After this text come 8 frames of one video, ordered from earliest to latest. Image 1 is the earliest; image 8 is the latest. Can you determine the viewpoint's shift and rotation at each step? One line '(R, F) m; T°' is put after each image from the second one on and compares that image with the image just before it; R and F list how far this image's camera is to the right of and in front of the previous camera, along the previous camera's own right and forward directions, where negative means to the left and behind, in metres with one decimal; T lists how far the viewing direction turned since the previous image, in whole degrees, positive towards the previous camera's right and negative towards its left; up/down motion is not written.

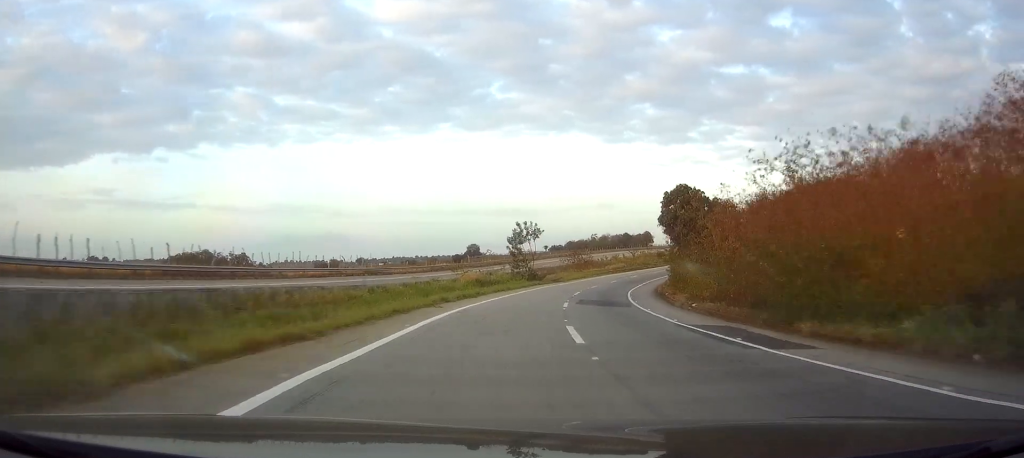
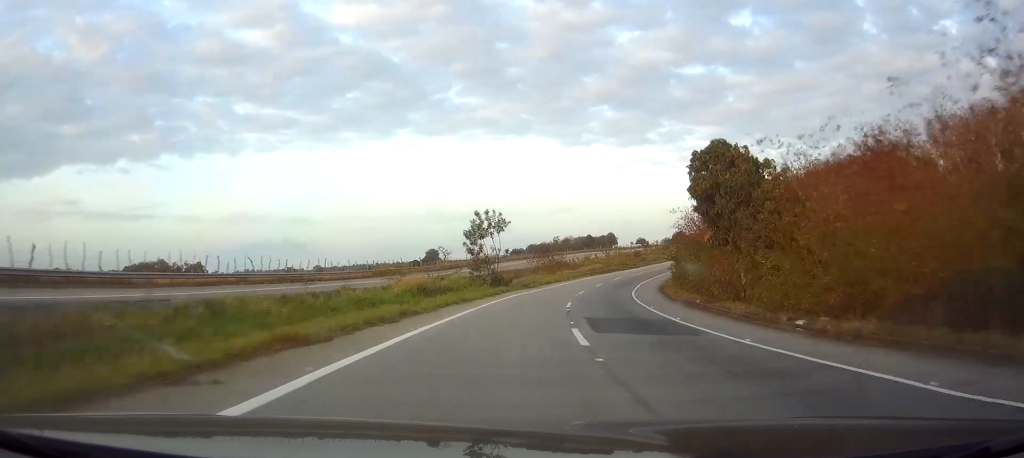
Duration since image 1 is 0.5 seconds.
(+0.9, +16.4) m; +3°
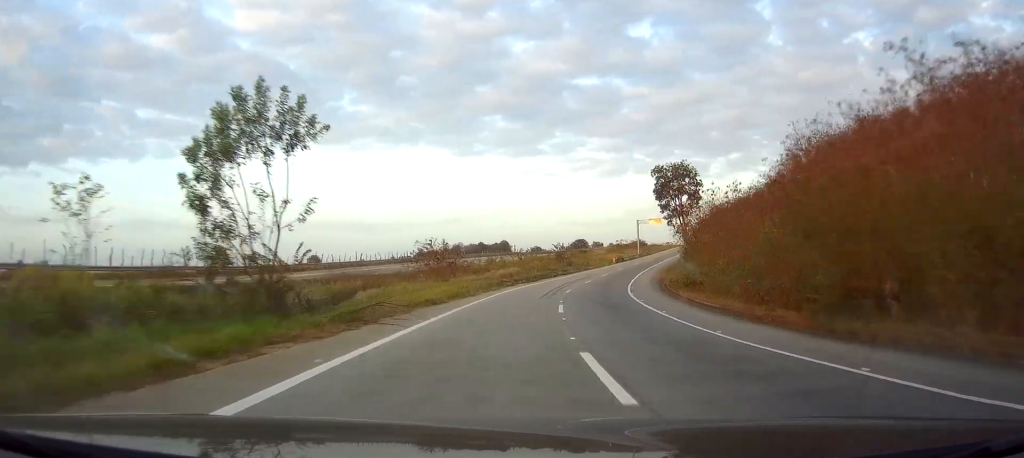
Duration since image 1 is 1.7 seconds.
(+2.3, +39.0) m; +9°
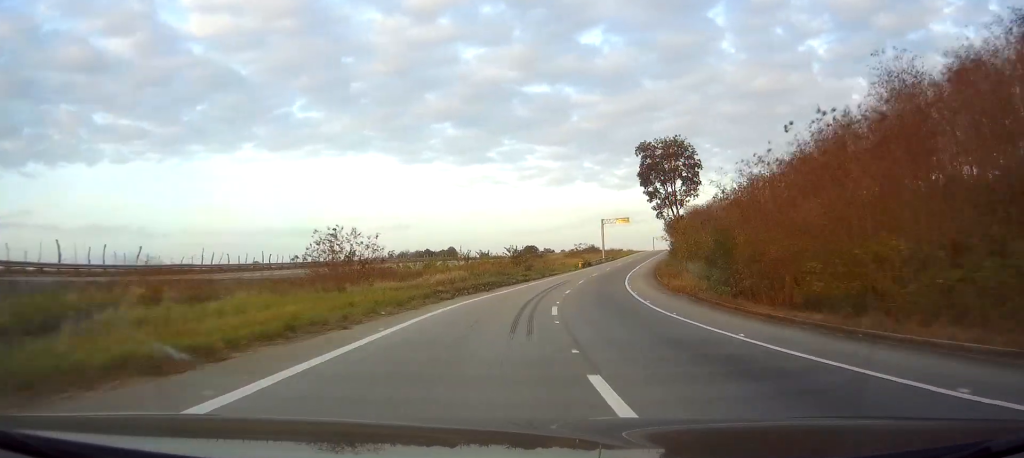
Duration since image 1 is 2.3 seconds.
(+0.9, +19.2) m; +4°
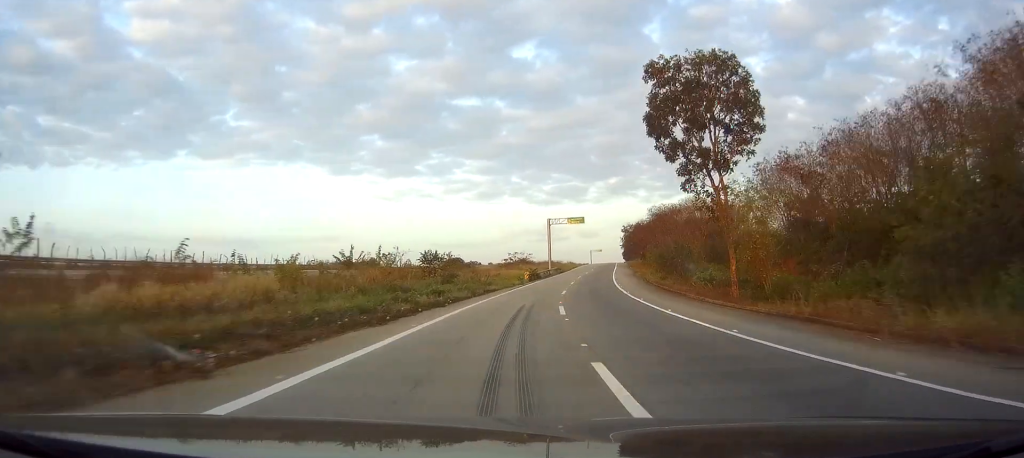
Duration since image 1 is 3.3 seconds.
(+2.1, +30.7) m; +5°
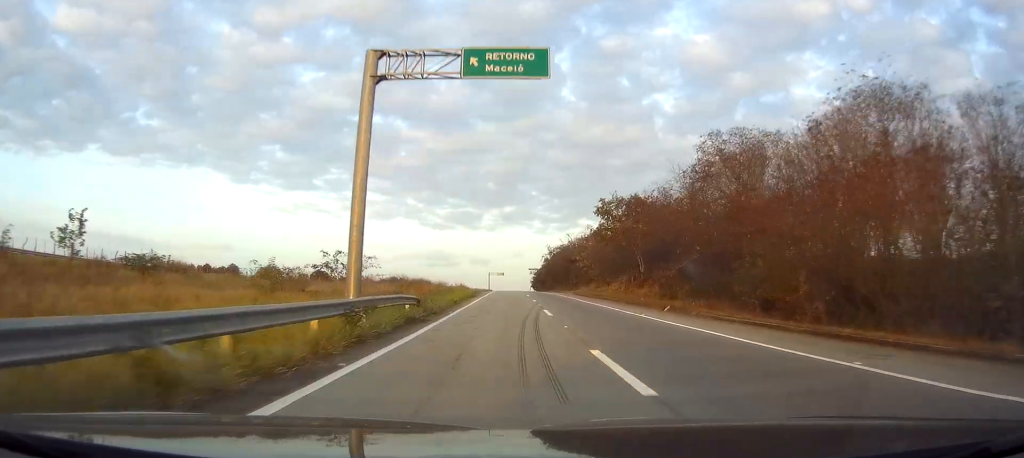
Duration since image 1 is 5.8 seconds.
(+9.3, +79.0) m; +13°
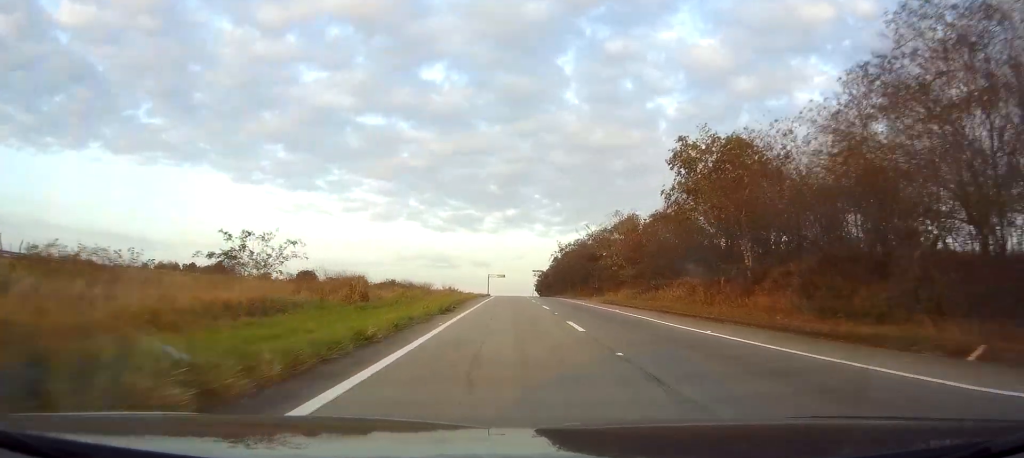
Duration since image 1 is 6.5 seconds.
(+0.6, +23.5) m; +2°
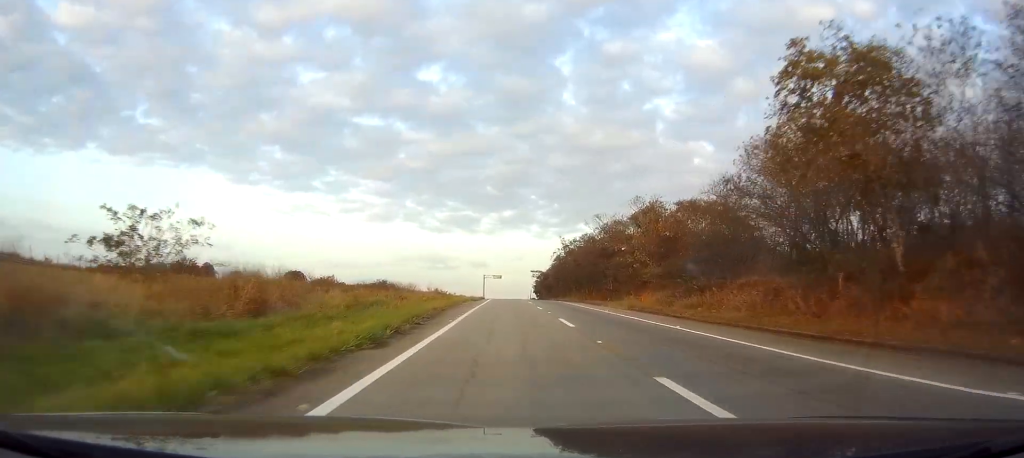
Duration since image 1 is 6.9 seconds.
(0.0, +12.8) m; +1°
